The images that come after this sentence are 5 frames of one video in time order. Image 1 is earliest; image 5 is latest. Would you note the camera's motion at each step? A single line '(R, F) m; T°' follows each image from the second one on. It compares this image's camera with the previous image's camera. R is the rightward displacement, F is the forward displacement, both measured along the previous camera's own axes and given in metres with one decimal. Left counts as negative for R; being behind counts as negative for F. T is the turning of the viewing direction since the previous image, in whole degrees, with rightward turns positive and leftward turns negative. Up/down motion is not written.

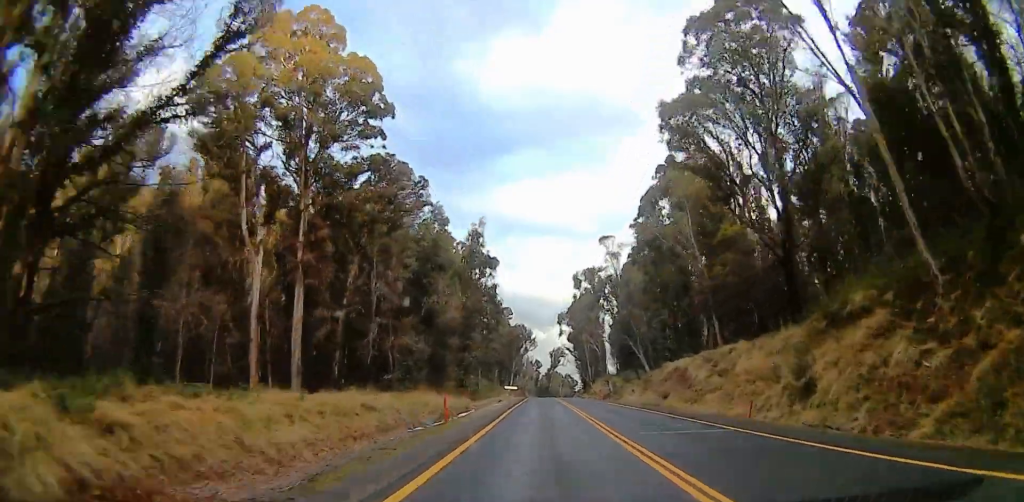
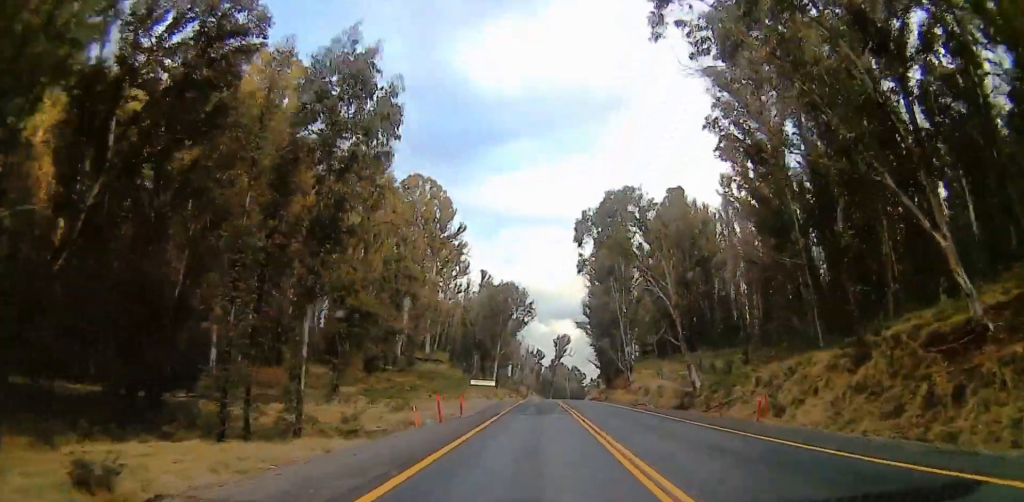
(+4.5, +58.2) m; +3°
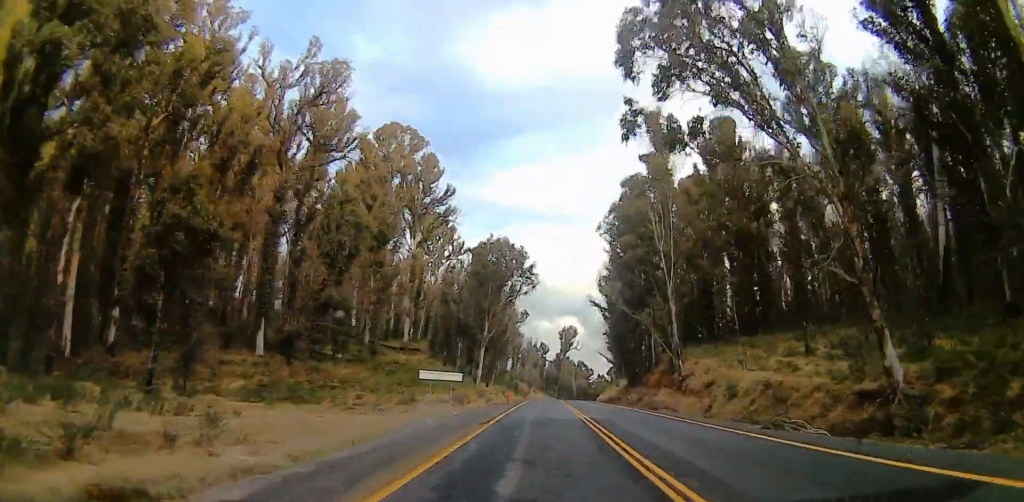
(-1.3, +29.0) m; -2°
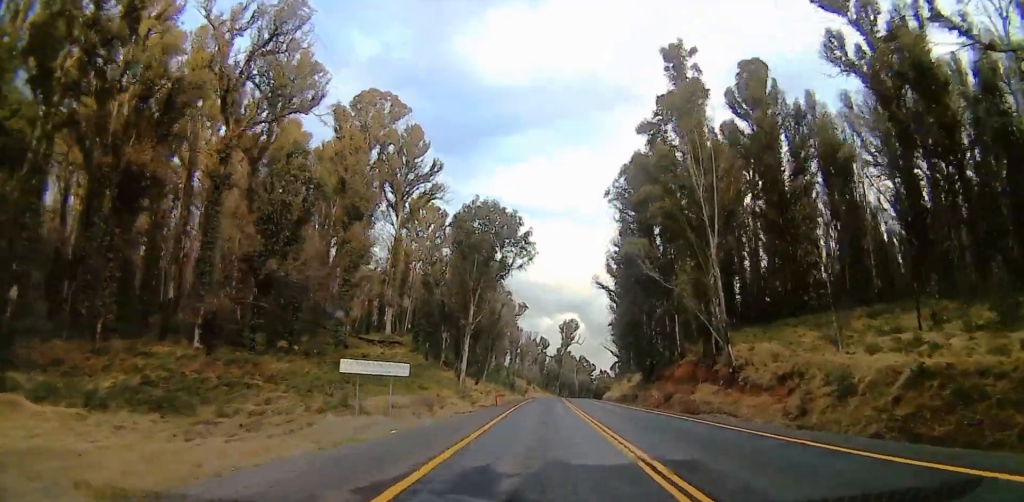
(-0.2, +14.6) m; +2°
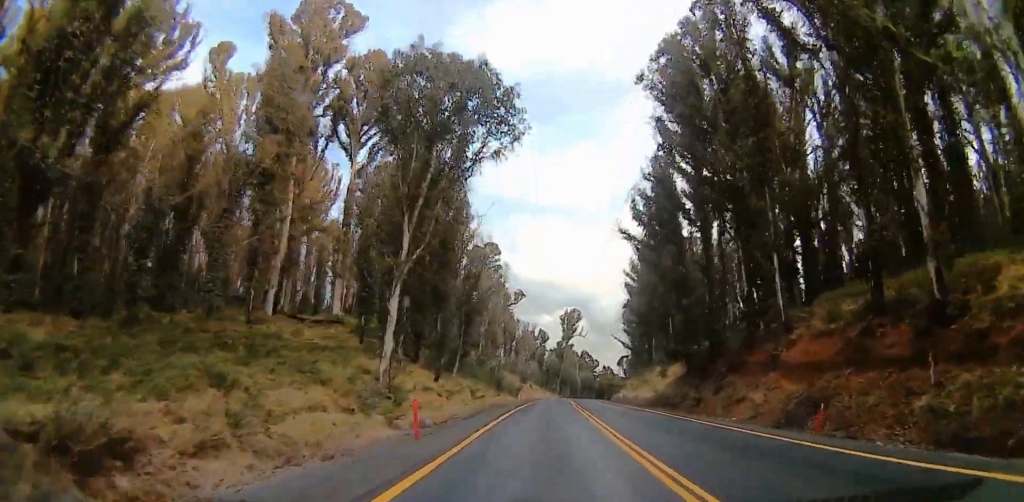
(+0.9, +28.1) m; 0°
